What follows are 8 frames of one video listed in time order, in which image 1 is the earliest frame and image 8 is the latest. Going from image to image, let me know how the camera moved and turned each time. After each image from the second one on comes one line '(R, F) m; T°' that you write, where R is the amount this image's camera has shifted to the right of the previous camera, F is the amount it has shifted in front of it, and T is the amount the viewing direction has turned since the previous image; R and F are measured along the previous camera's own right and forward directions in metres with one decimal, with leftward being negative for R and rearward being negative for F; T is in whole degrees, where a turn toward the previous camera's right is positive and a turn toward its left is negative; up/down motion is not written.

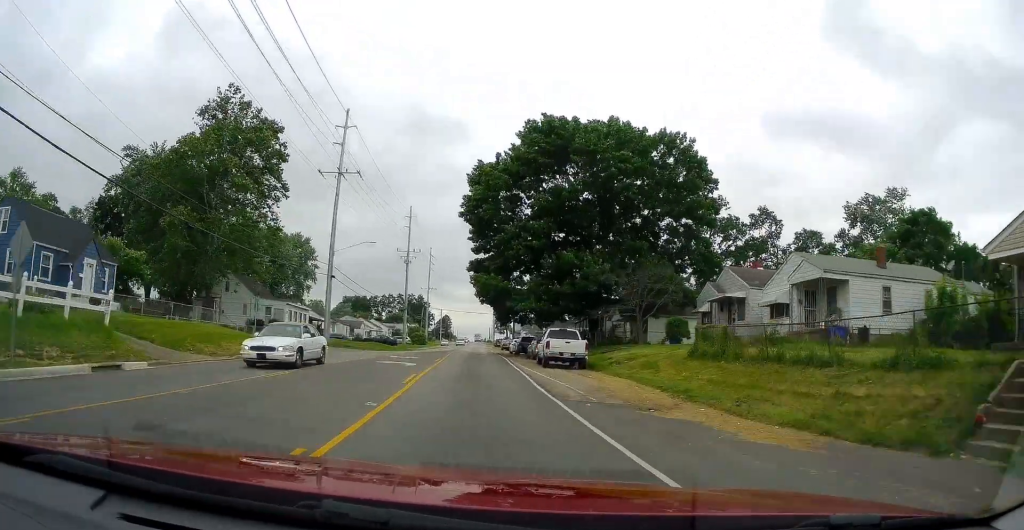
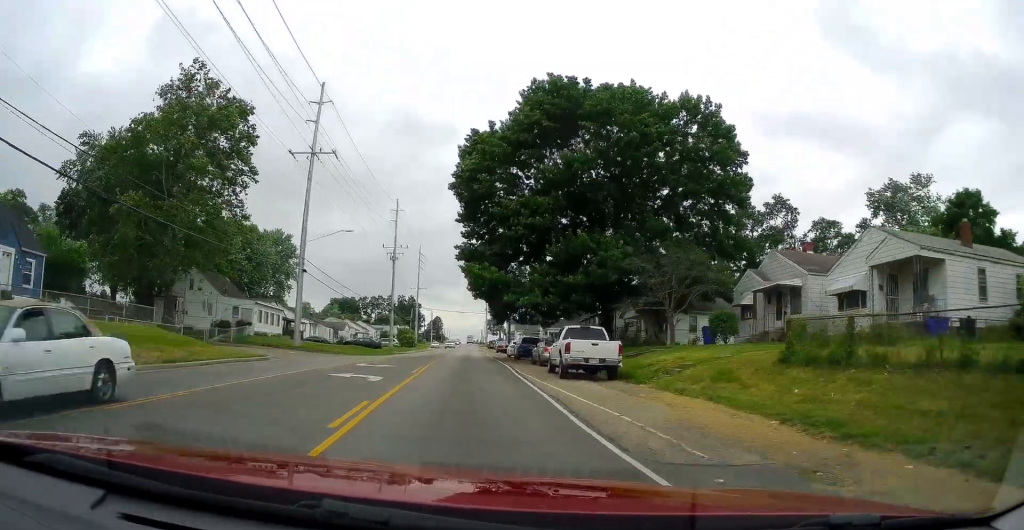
(+0.1, +7.6) m; +1°
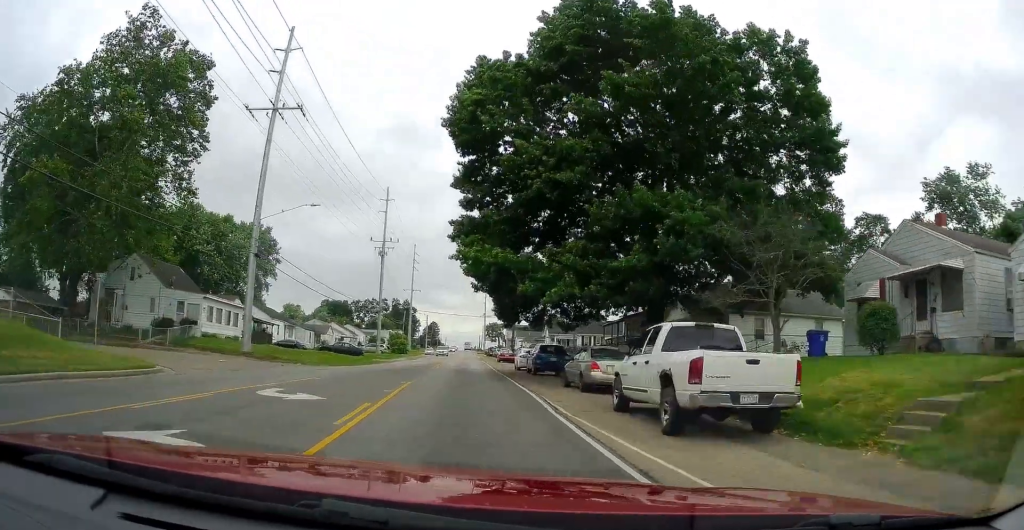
(0.0, +11.8) m; 0°
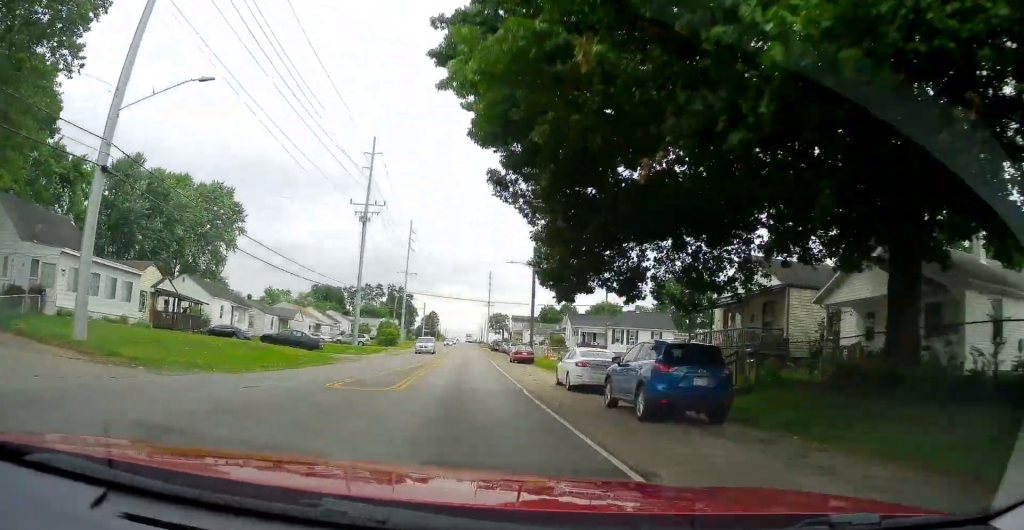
(0.0, +18.9) m; 0°
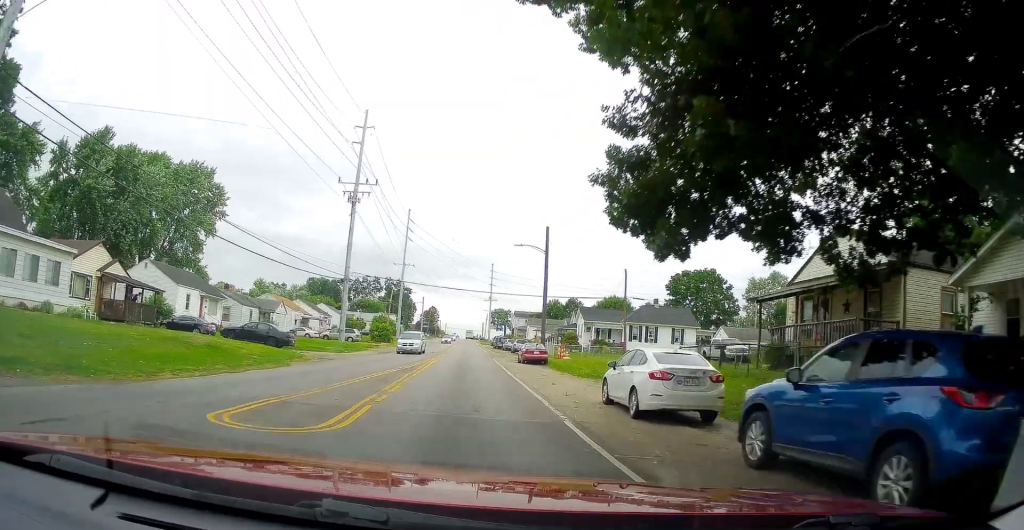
(0.0, +7.7) m; +1°
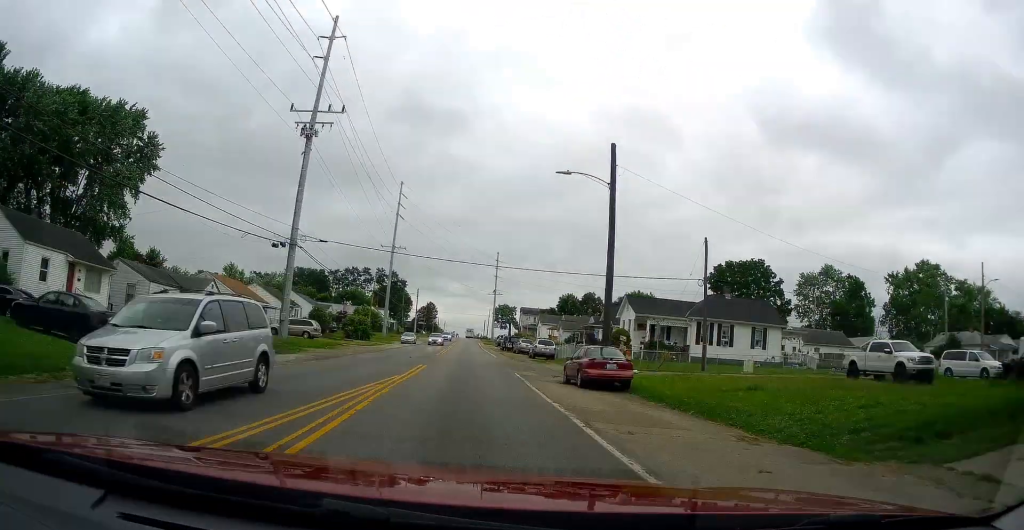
(+0.3, +19.9) m; +1°
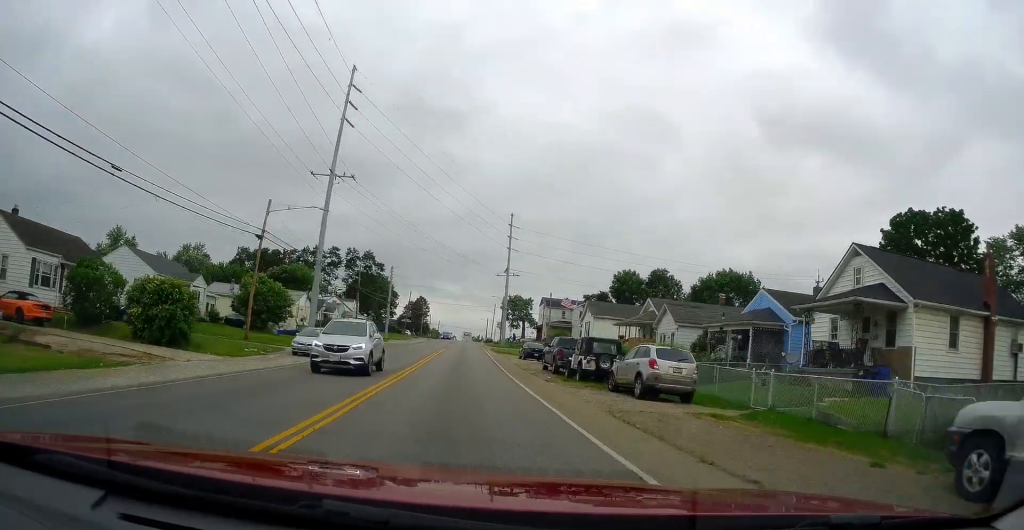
(-0.9, +46.4) m; 0°
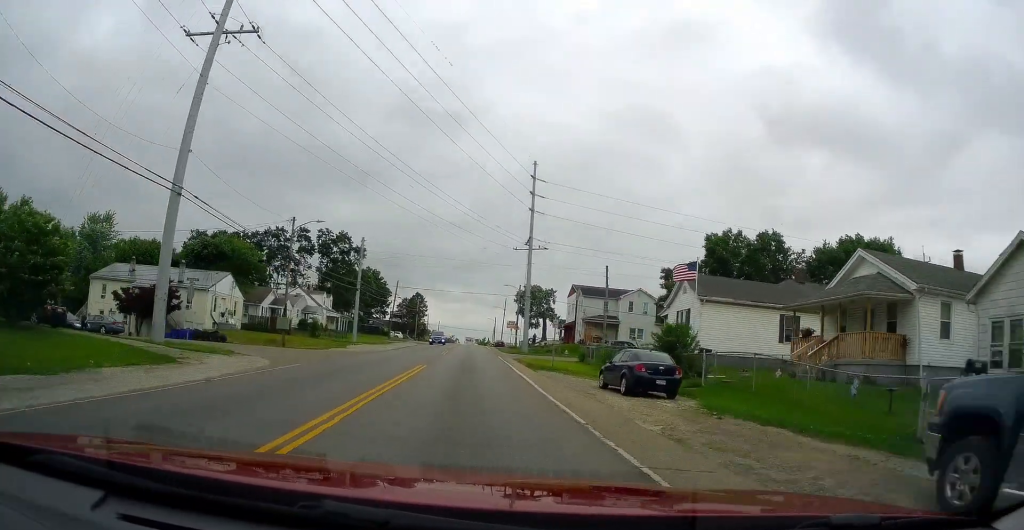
(+0.3, +28.8) m; -1°
